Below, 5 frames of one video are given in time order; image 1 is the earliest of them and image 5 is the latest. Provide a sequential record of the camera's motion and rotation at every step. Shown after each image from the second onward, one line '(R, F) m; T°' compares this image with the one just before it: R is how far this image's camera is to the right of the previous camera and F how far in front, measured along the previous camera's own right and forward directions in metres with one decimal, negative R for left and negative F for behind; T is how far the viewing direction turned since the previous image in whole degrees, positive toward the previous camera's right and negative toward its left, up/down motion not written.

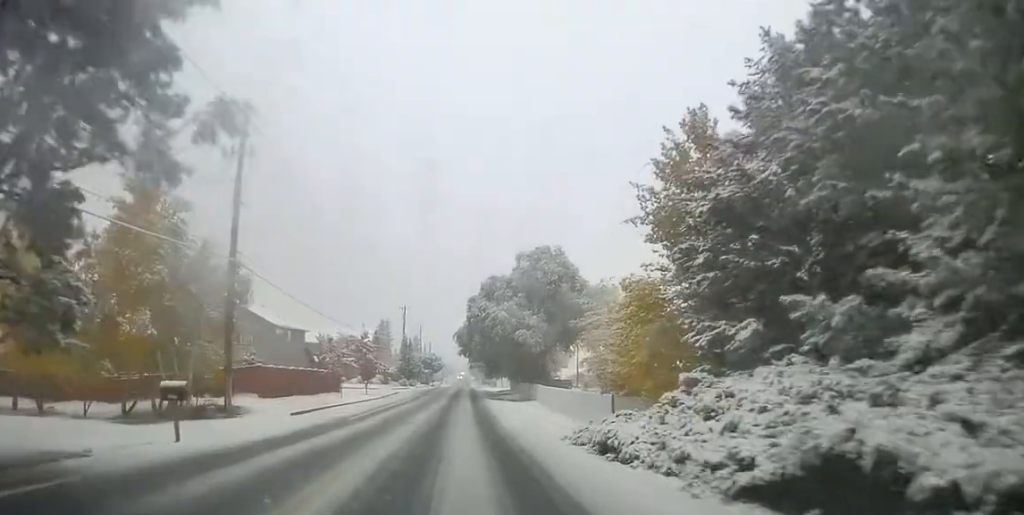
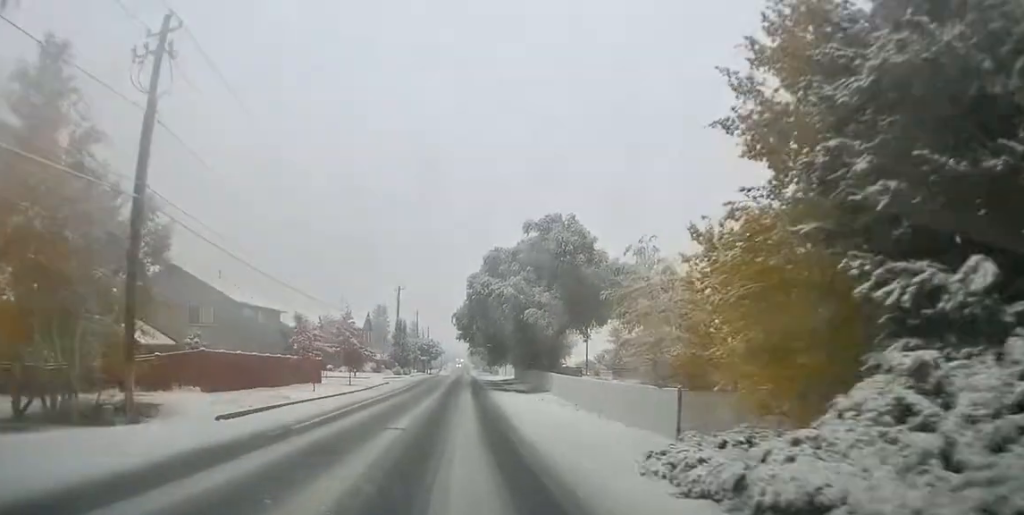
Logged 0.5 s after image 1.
(0.0, +7.9) m; +1°
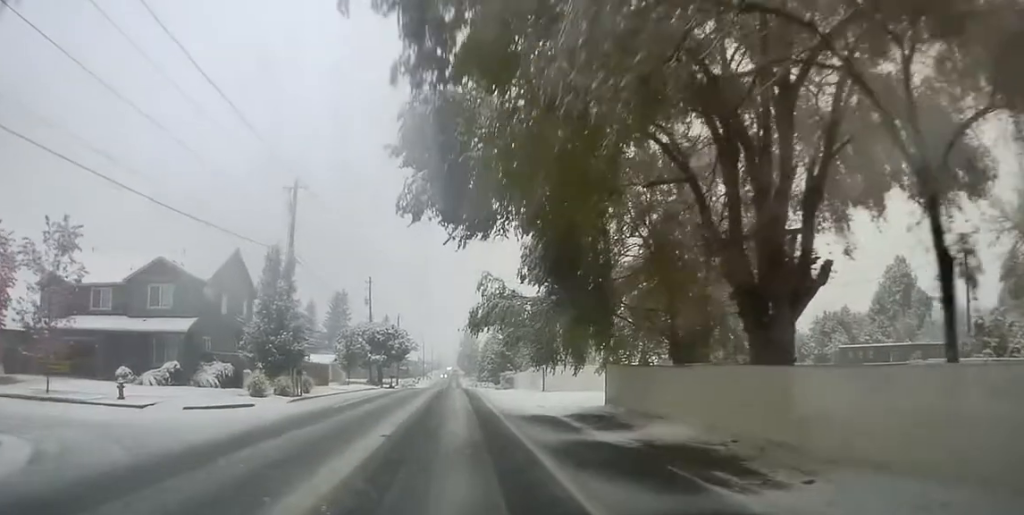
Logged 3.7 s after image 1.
(-2.4, +50.0) m; -1°
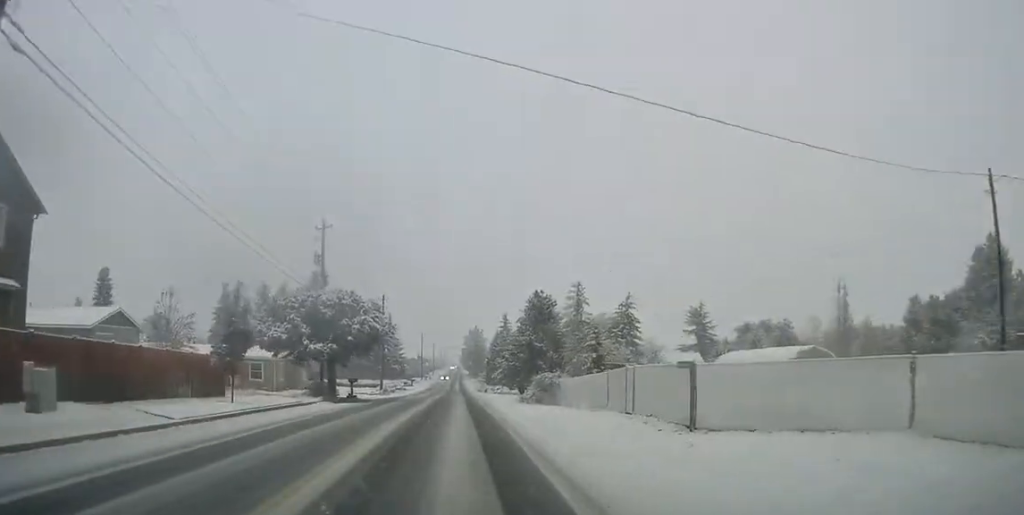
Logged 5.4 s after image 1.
(+1.0, +25.9) m; +2°
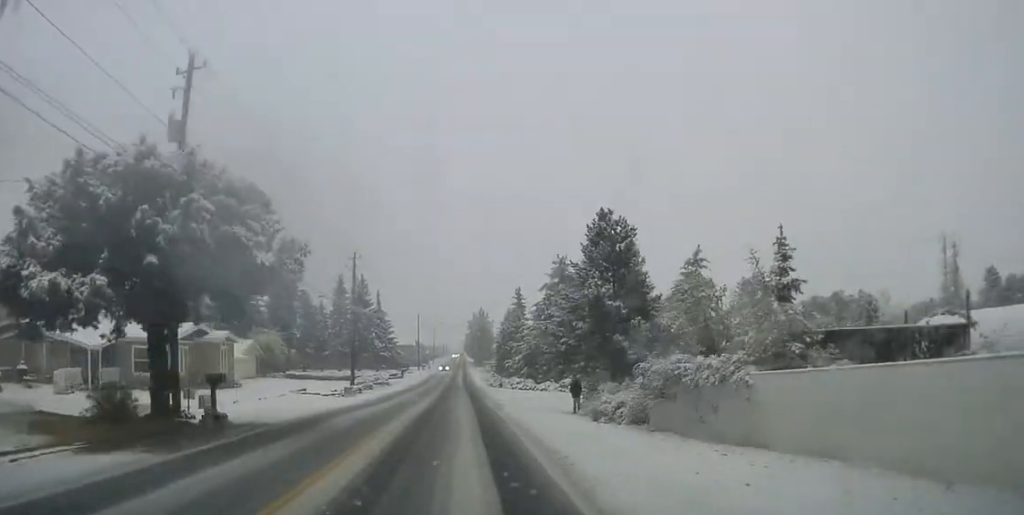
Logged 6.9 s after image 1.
(-1.1, +24.0) m; -3°
